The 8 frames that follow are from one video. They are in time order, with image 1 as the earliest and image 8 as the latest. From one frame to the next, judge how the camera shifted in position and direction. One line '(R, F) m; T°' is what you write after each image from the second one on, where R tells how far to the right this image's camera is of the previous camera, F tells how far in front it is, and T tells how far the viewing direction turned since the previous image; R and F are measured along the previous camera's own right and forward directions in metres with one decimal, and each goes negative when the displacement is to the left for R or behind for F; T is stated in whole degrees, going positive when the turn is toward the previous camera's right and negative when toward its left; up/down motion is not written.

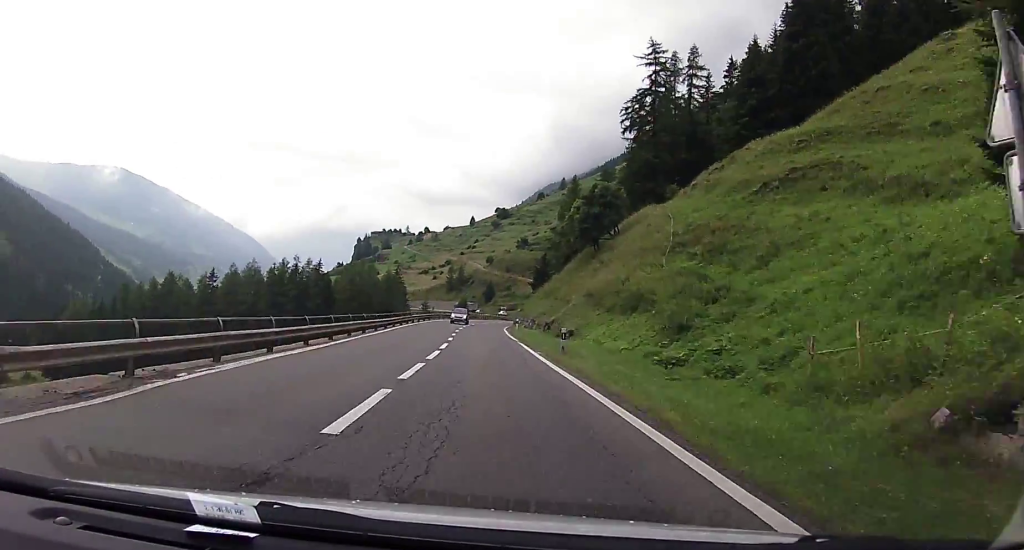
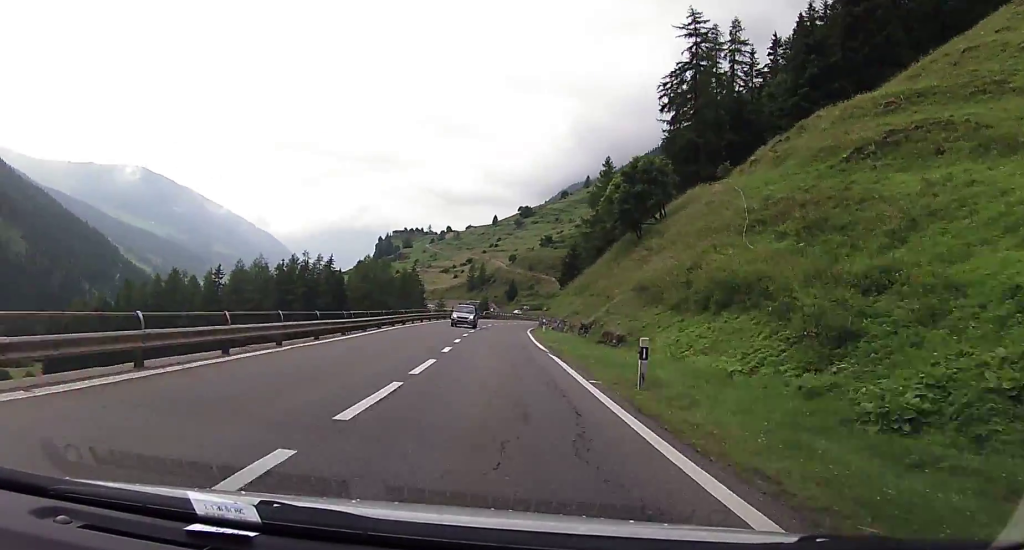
(-0.2, +12.6) m; -2°
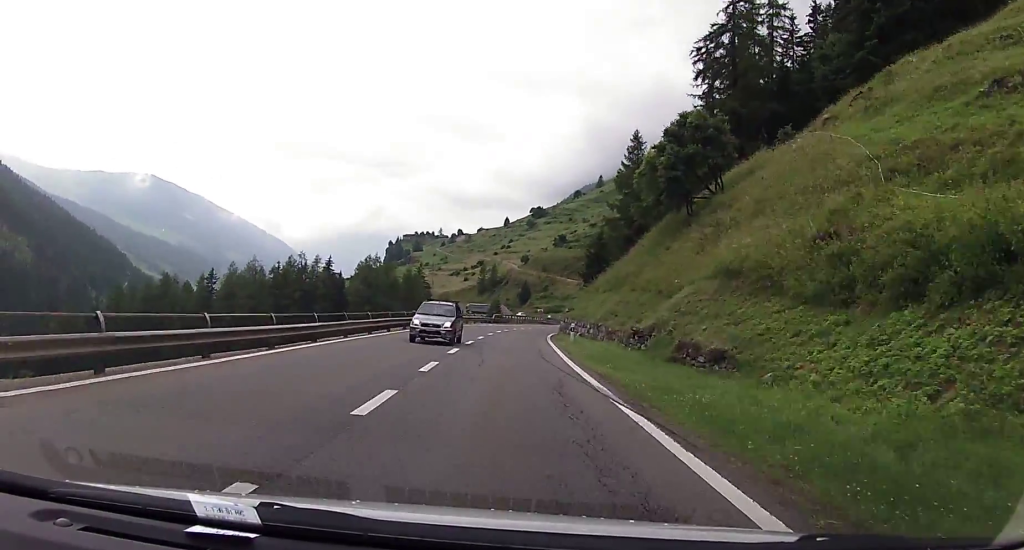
(-0.3, +15.2) m; -1°
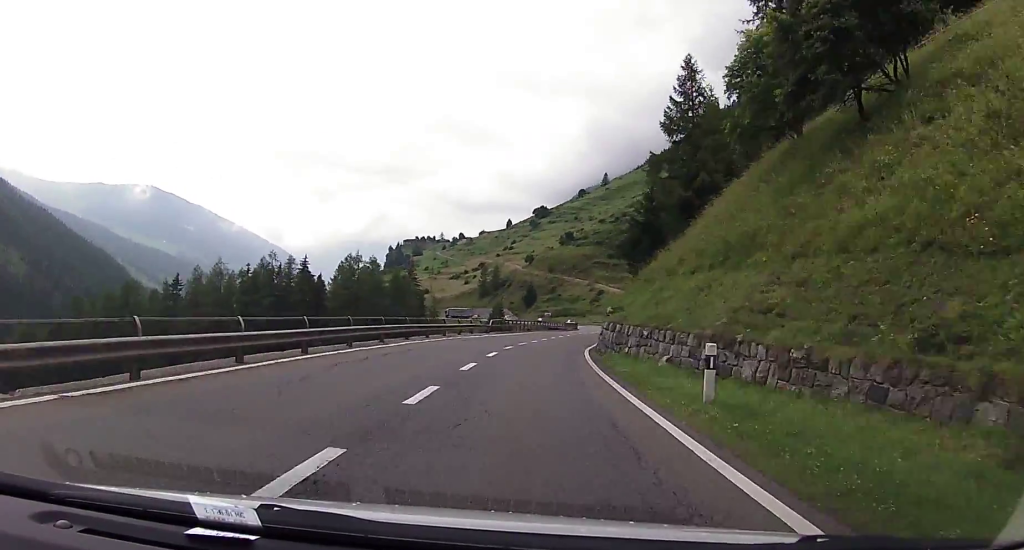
(-0.2, +25.2) m; +1°
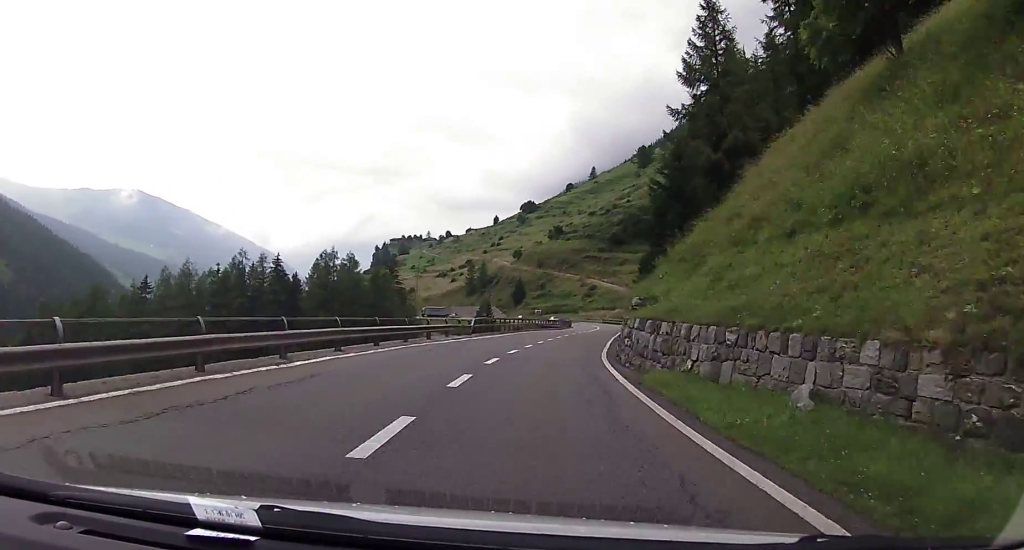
(0.0, +10.8) m; +1°
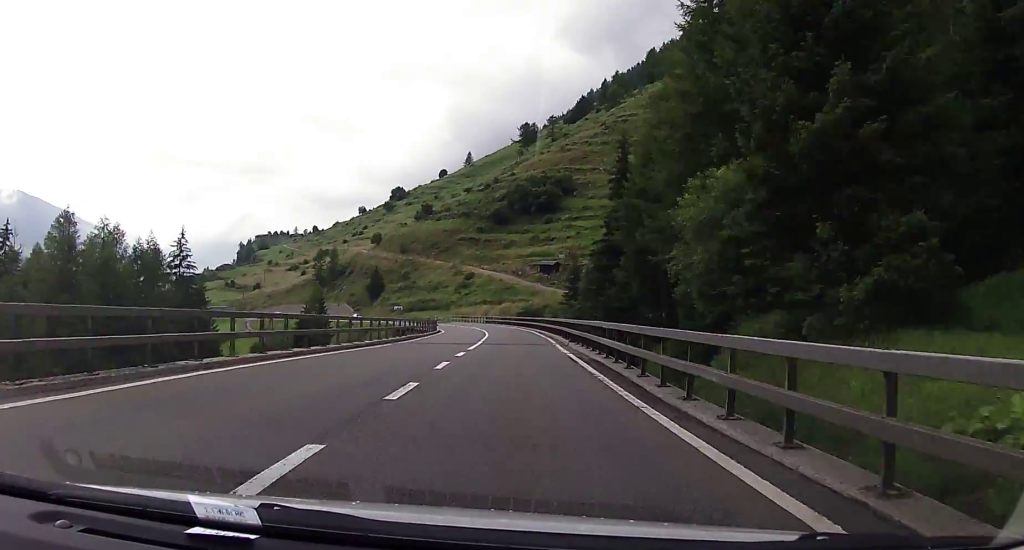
(+3.5, +56.8) m; +7°
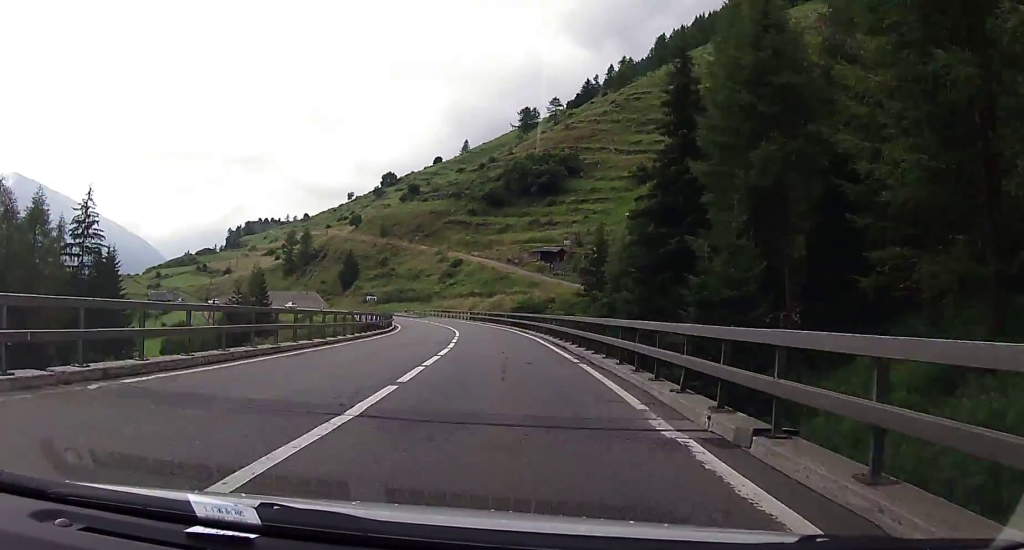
(+0.5, +27.8) m; 0°
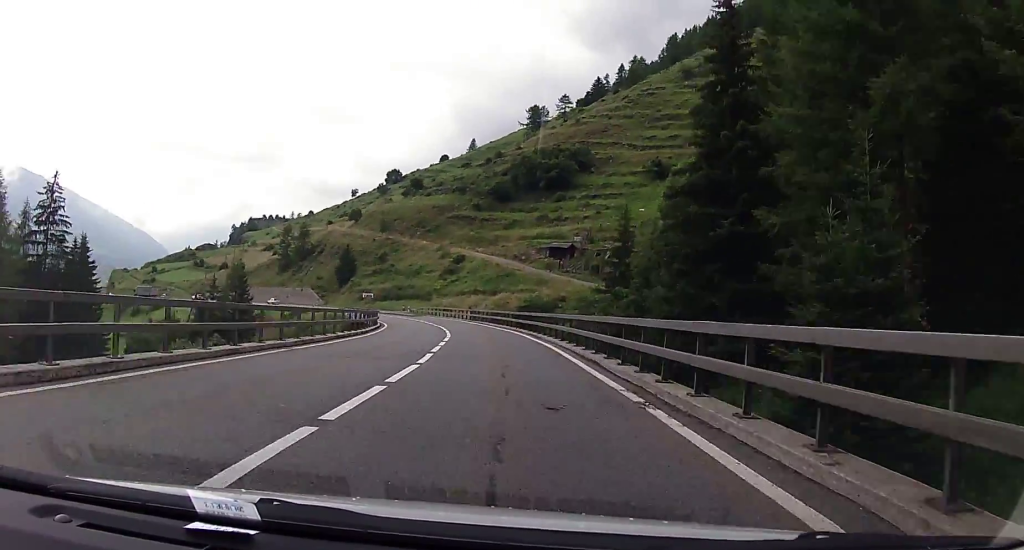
(-0.1, +9.3) m; -1°
